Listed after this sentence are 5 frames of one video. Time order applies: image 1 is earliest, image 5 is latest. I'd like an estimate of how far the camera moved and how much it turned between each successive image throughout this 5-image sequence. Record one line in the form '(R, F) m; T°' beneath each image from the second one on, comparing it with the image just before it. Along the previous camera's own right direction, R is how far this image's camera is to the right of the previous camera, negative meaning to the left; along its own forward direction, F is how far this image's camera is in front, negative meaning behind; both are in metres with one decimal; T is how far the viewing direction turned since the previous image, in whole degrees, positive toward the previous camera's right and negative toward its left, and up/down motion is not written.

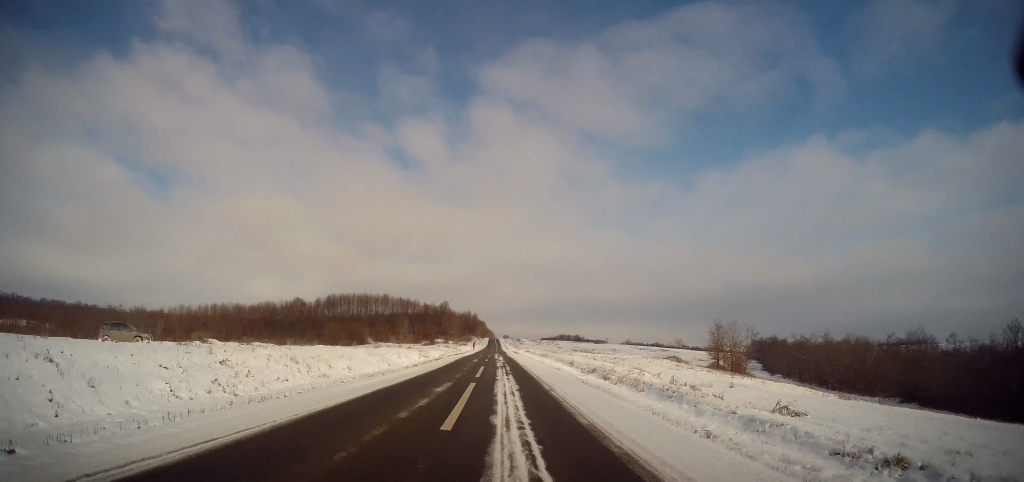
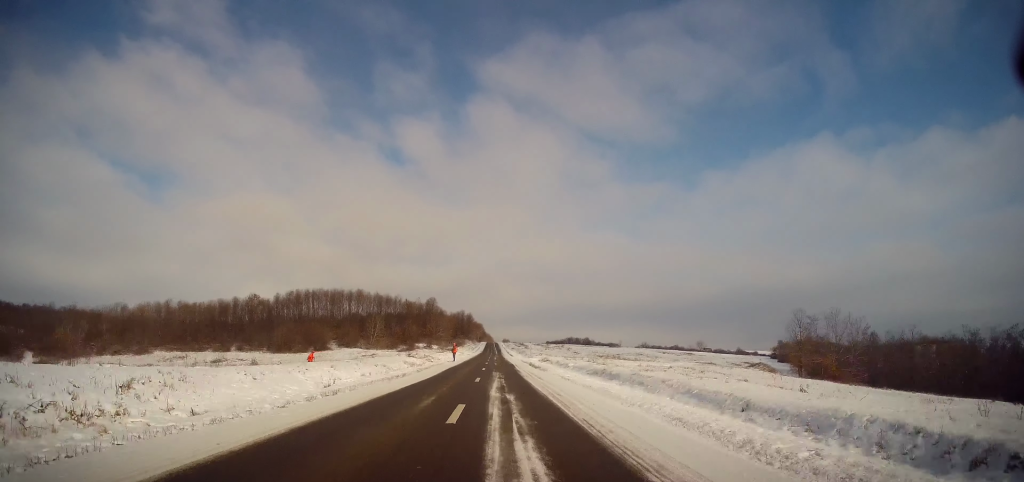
(+0.1, +40.5) m; 0°
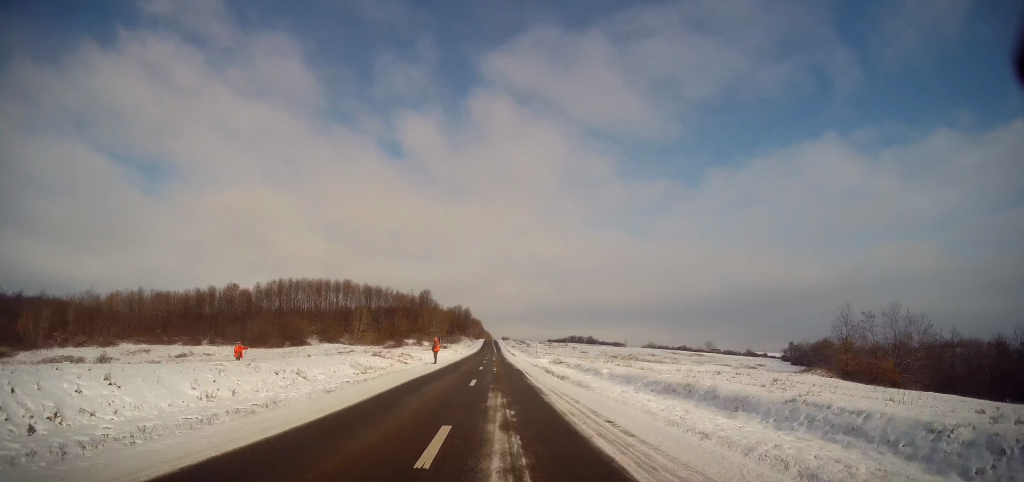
(+0.1, +15.3) m; 0°
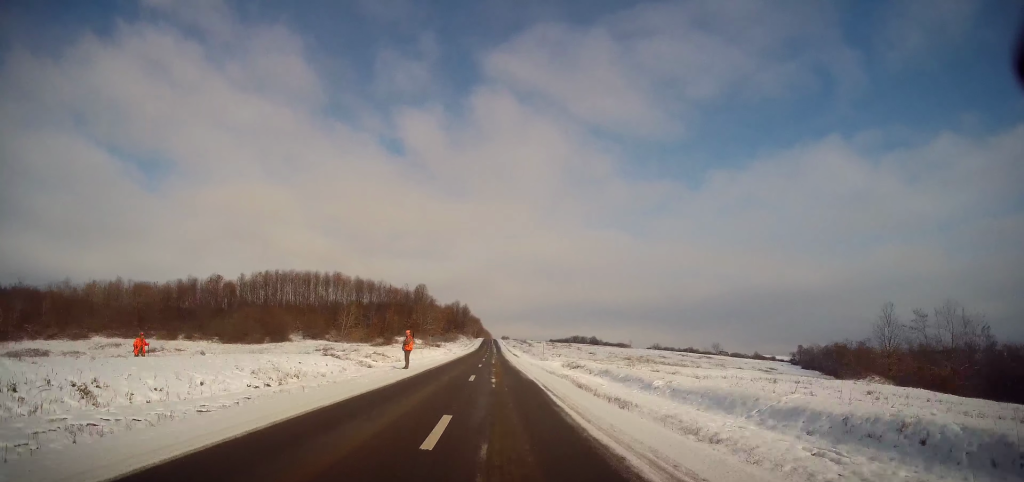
(+0.1, +11.2) m; -1°
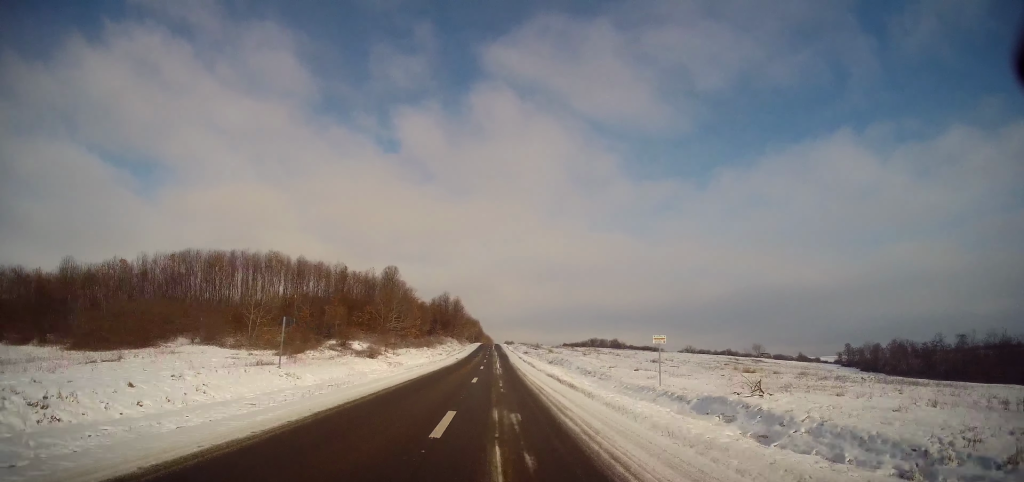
(-0.1, +47.0) m; +1°
